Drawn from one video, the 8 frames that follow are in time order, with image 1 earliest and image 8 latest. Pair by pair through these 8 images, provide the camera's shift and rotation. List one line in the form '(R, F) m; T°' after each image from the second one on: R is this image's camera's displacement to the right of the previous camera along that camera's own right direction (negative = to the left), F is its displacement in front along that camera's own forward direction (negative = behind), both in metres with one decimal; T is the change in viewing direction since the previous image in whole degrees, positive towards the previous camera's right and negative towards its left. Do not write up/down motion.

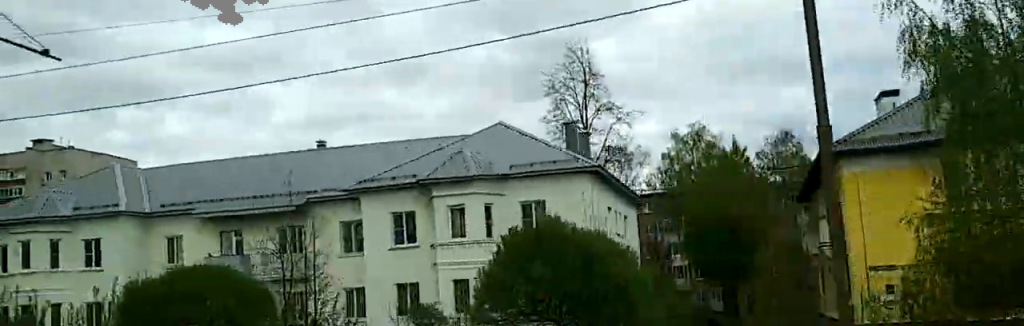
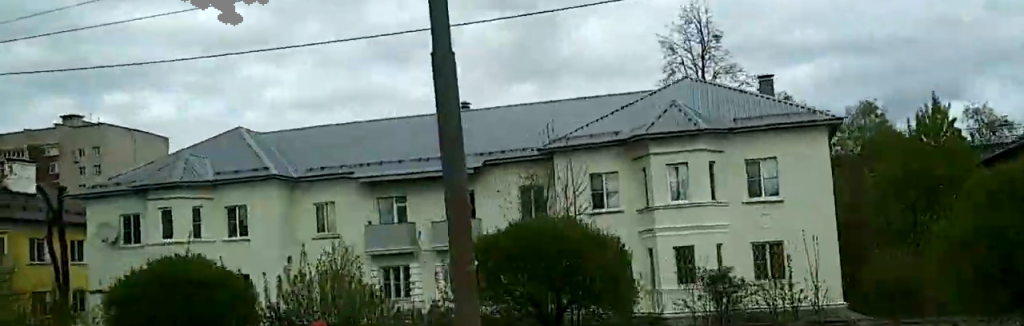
(-0.2, +10.2) m; -2°
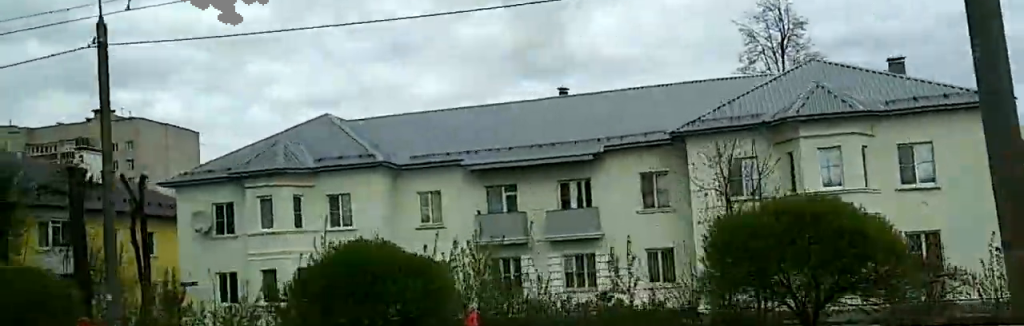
(+0.1, +5.3) m; -1°
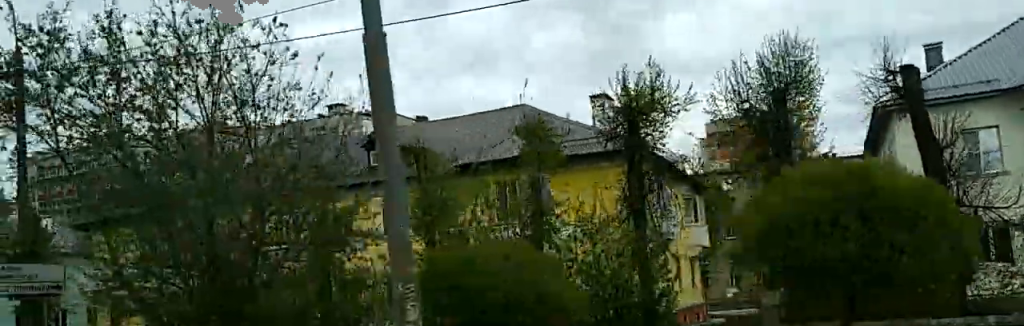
(-1.0, +28.1) m; -2°
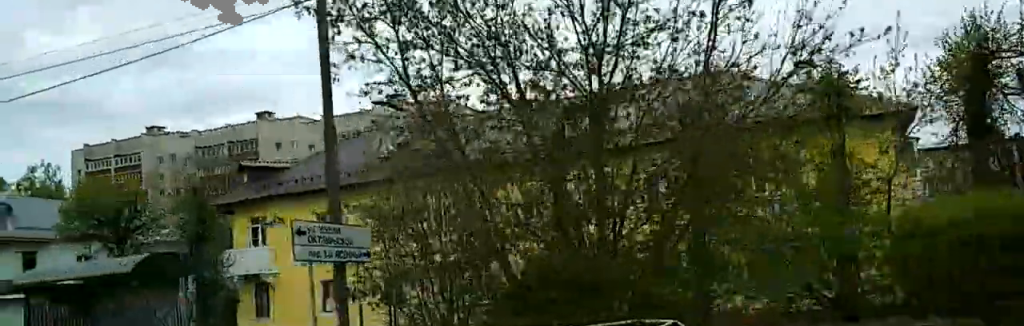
(0.0, +9.2) m; -1°
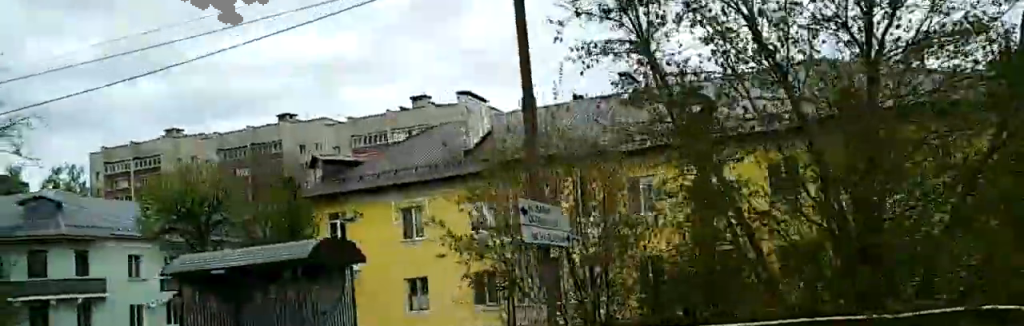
(0.0, +5.0) m; 0°
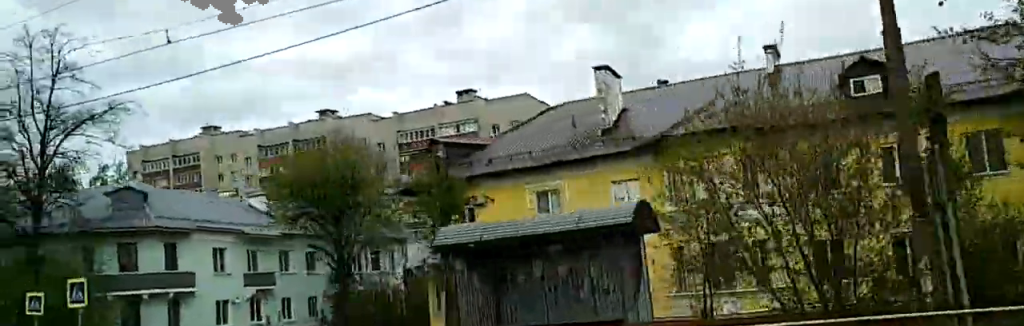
(-0.1, +6.0) m; 0°
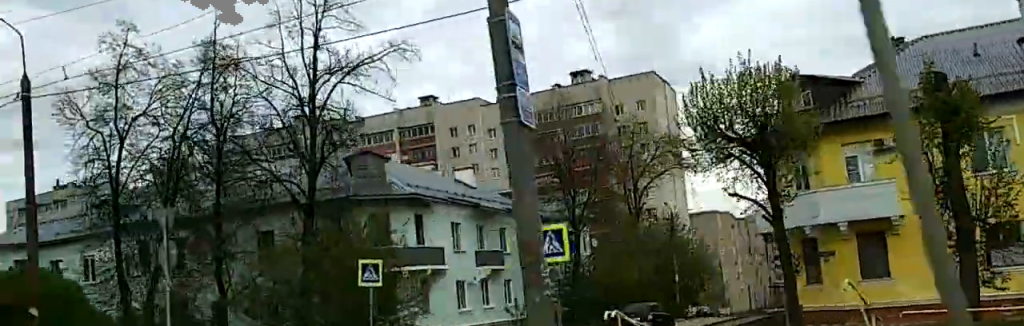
(+0.1, +15.2) m; -1°
